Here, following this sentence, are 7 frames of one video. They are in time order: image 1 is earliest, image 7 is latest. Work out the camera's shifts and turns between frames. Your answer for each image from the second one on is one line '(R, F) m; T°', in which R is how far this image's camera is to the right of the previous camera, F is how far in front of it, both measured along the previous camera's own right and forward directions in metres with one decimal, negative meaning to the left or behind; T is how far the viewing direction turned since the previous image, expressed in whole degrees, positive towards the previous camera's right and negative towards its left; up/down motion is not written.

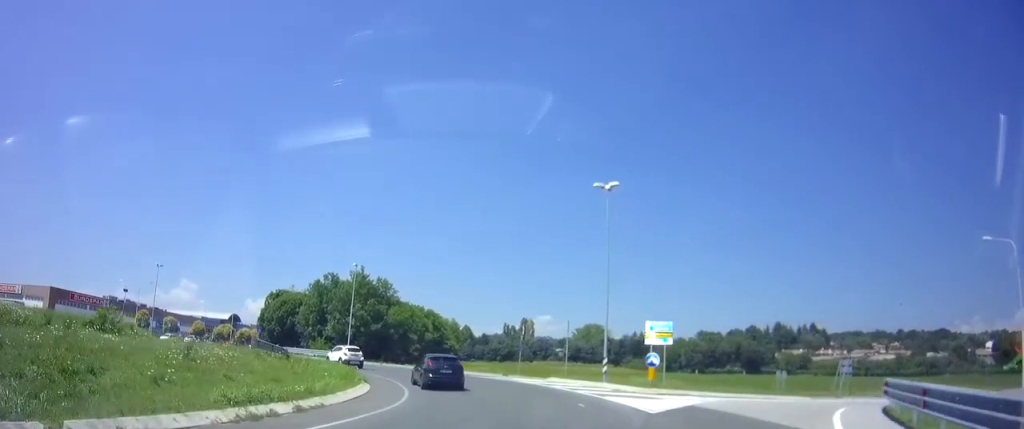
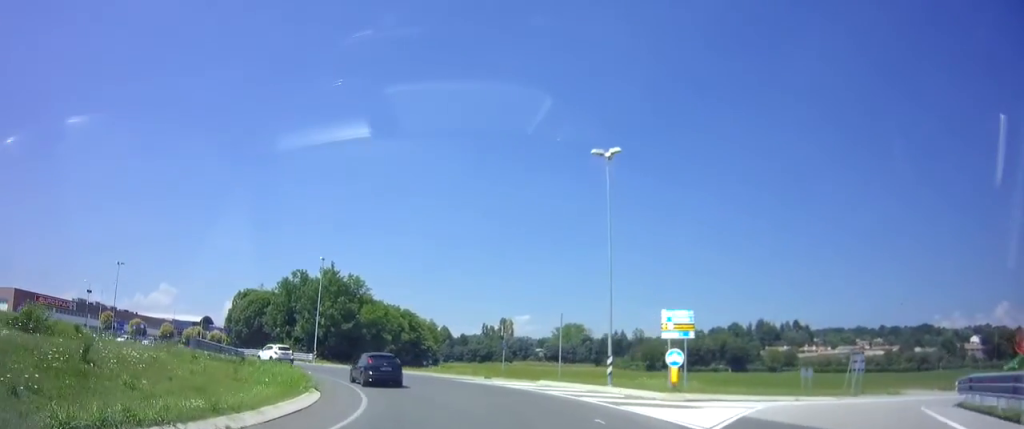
(+0.3, +4.4) m; +2°
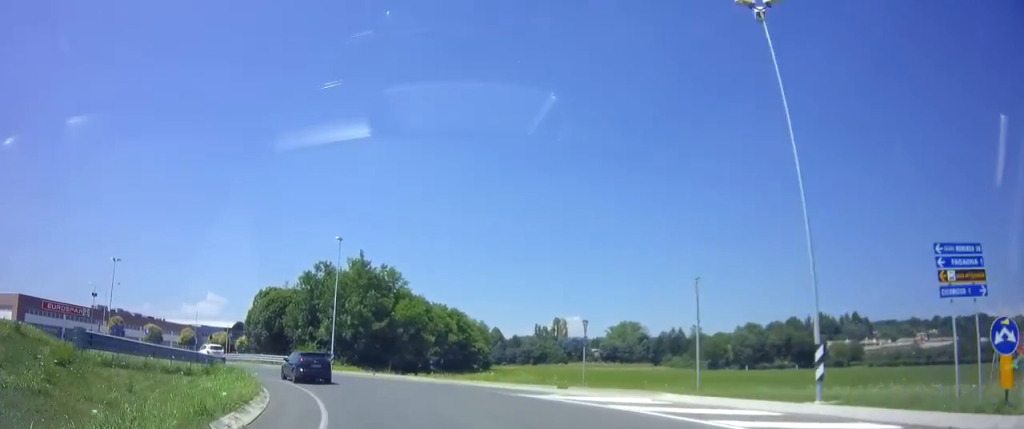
(0.0, +10.8) m; -3°
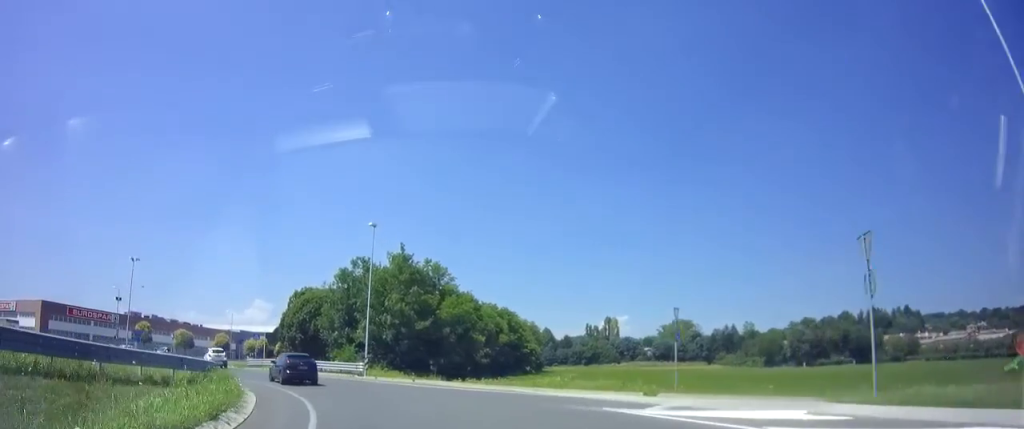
(-0.1, +5.5) m; -4°
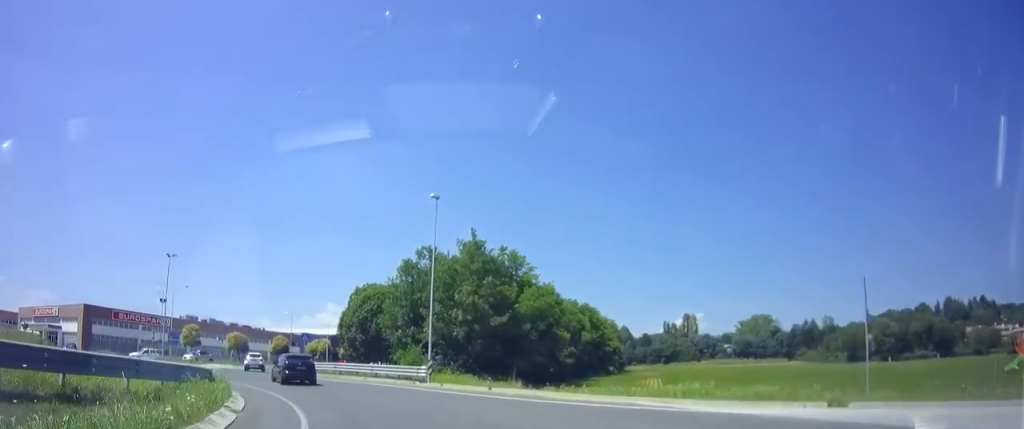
(-0.2, +6.9) m; -7°
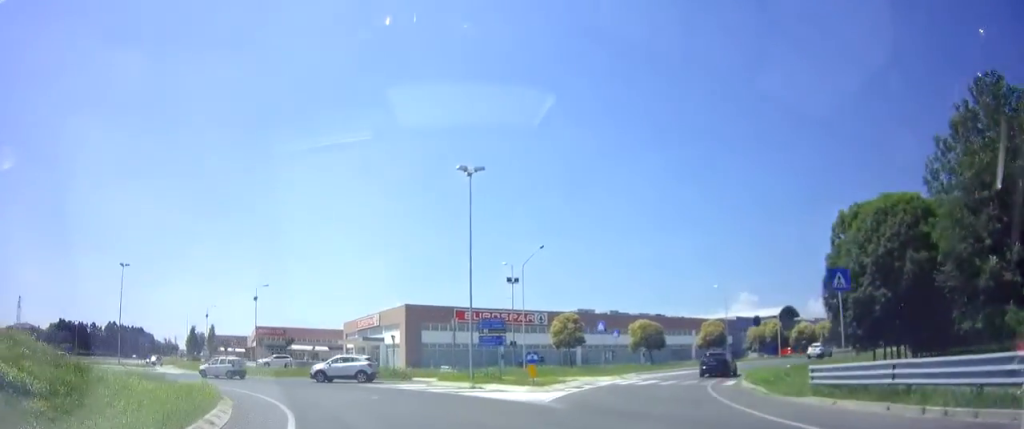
(-10.4, +27.7) m; -43°
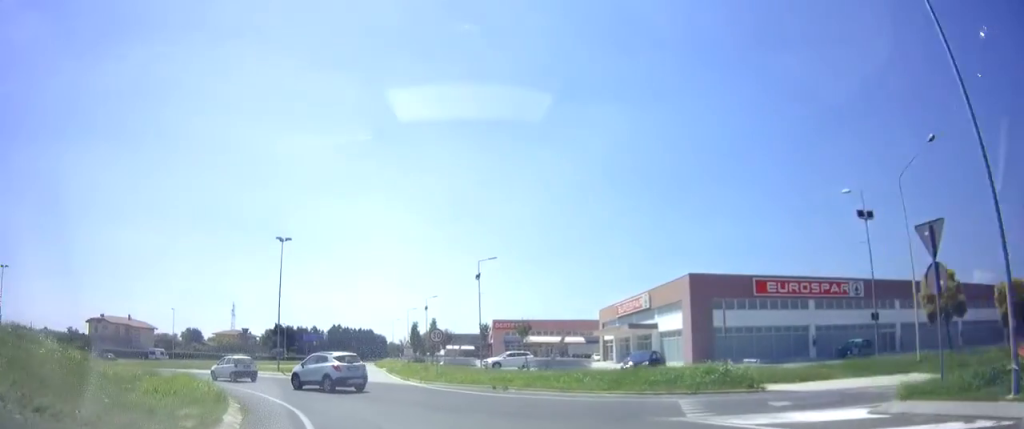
(-5.0, +16.4) m; -30°
